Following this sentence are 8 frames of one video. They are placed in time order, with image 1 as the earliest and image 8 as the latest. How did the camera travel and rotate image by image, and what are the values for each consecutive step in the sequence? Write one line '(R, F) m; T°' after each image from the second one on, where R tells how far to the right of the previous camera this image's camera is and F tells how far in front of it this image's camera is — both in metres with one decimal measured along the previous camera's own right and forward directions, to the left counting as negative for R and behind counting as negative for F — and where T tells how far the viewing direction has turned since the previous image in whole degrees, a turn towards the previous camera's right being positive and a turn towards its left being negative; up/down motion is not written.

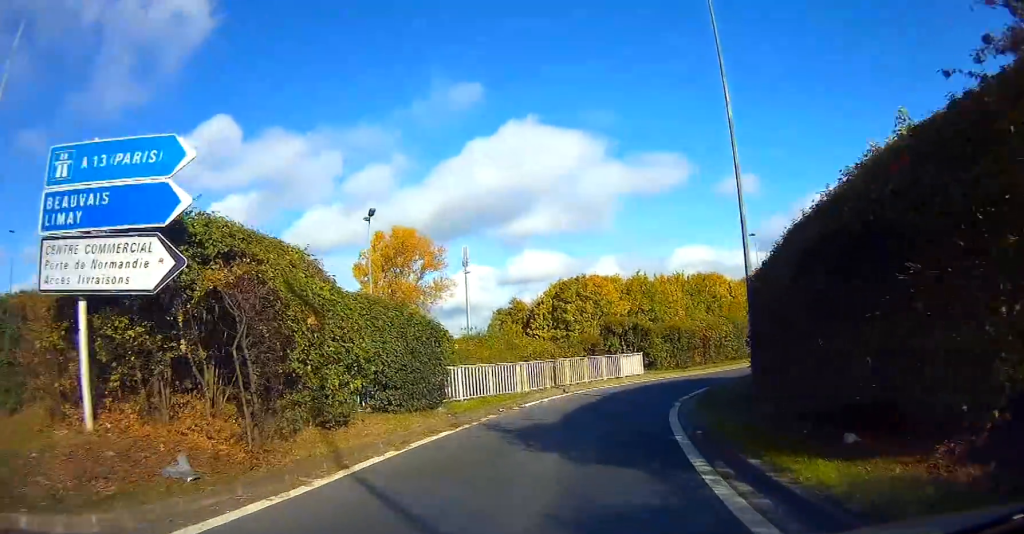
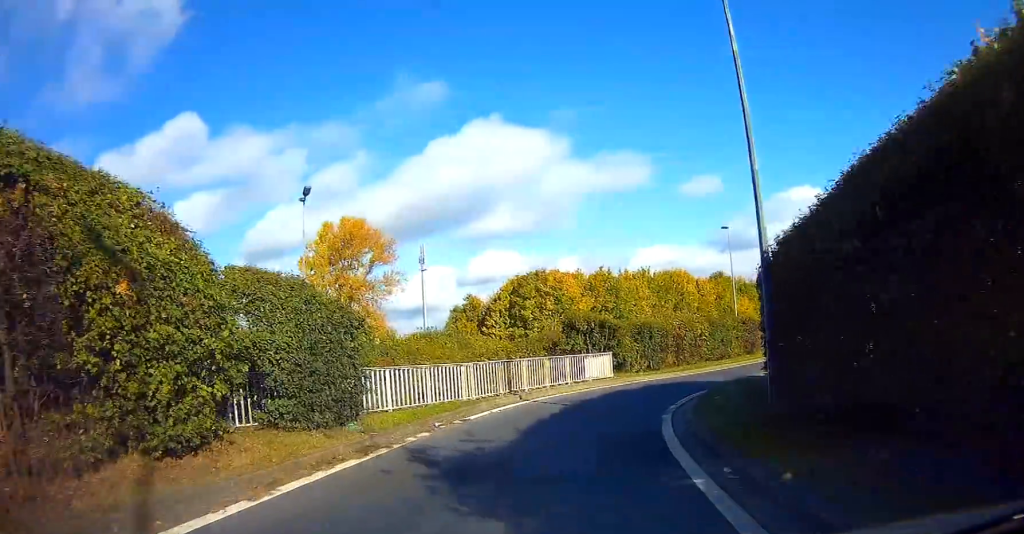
(+0.1, +3.7) m; +3°
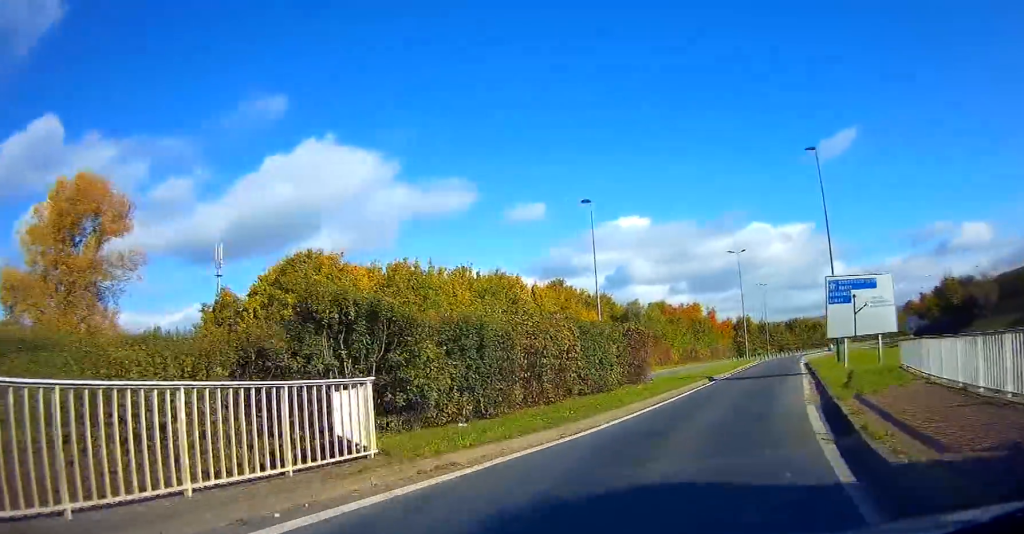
(+2.1, +16.1) m; +18°
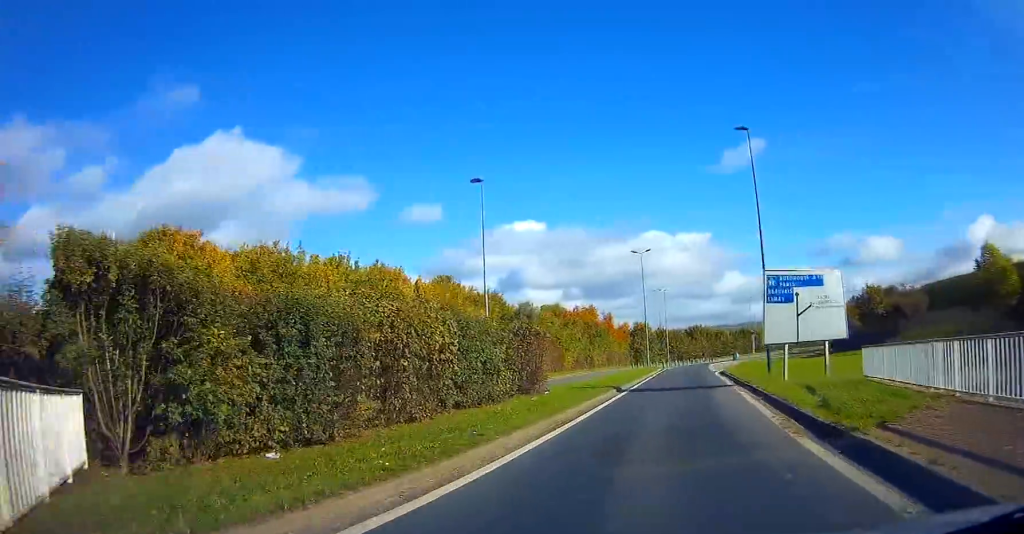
(+0.2, +4.9) m; +6°
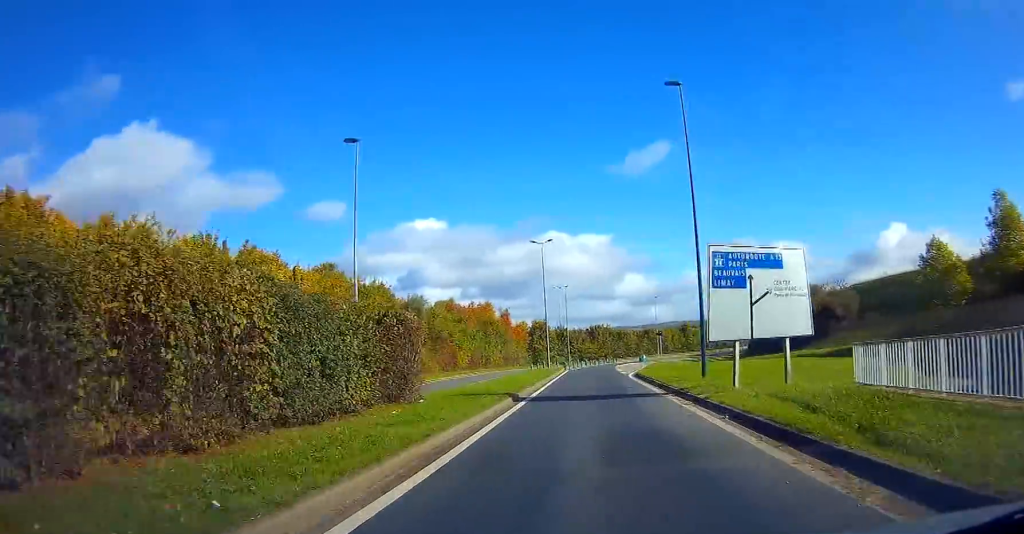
(+0.4, +5.7) m; +7°
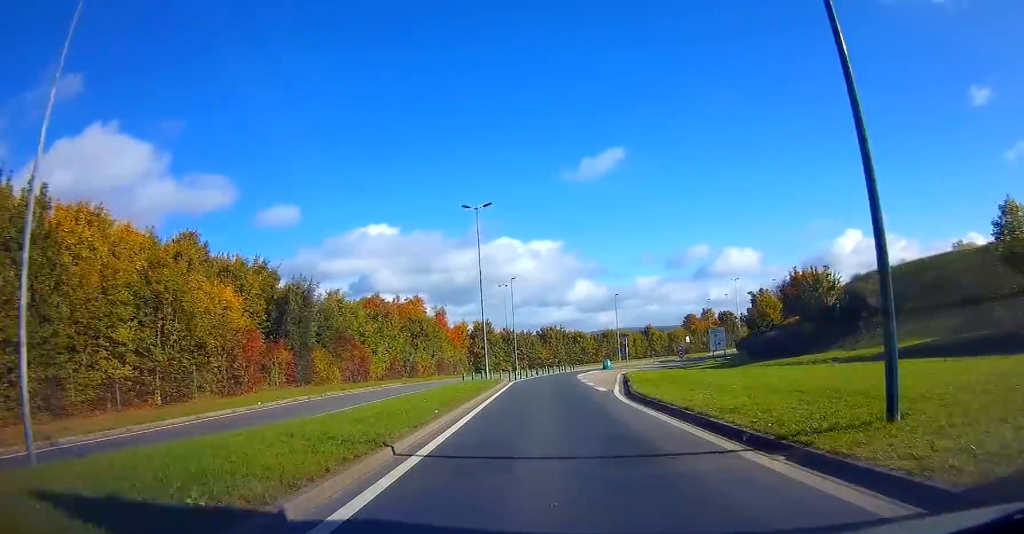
(+1.9, +16.3) m; +9°
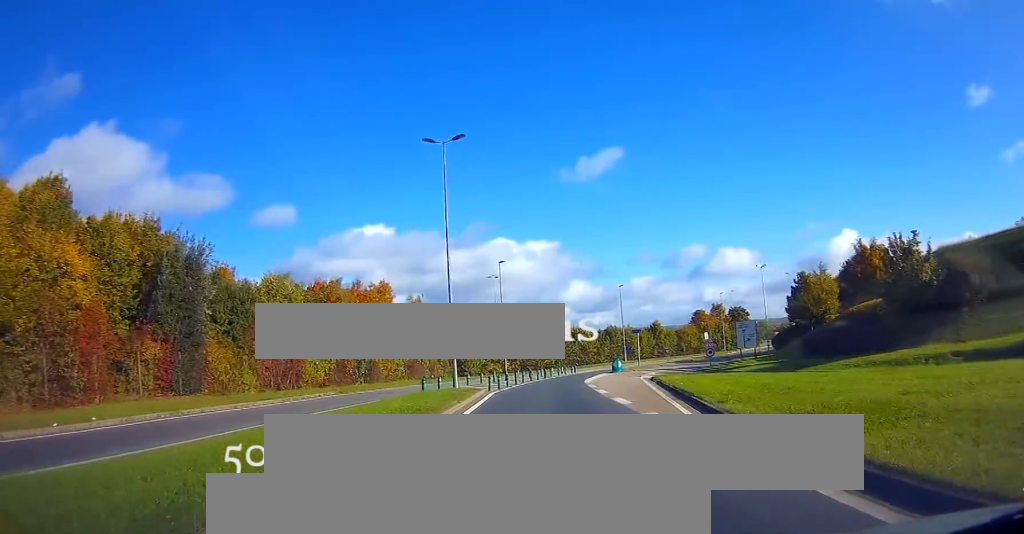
(+0.3, +14.1) m; +2°
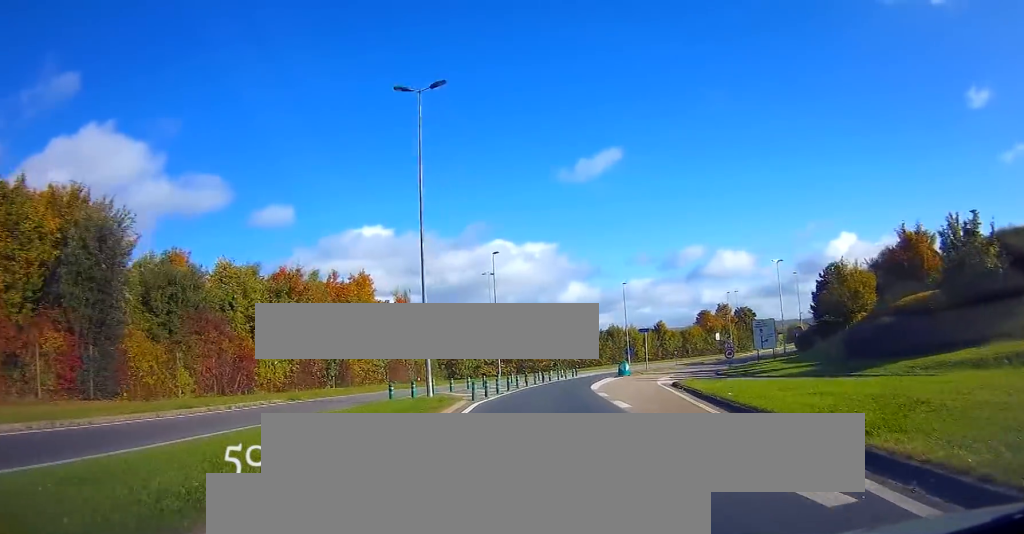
(0.0, +6.5) m; 0°
